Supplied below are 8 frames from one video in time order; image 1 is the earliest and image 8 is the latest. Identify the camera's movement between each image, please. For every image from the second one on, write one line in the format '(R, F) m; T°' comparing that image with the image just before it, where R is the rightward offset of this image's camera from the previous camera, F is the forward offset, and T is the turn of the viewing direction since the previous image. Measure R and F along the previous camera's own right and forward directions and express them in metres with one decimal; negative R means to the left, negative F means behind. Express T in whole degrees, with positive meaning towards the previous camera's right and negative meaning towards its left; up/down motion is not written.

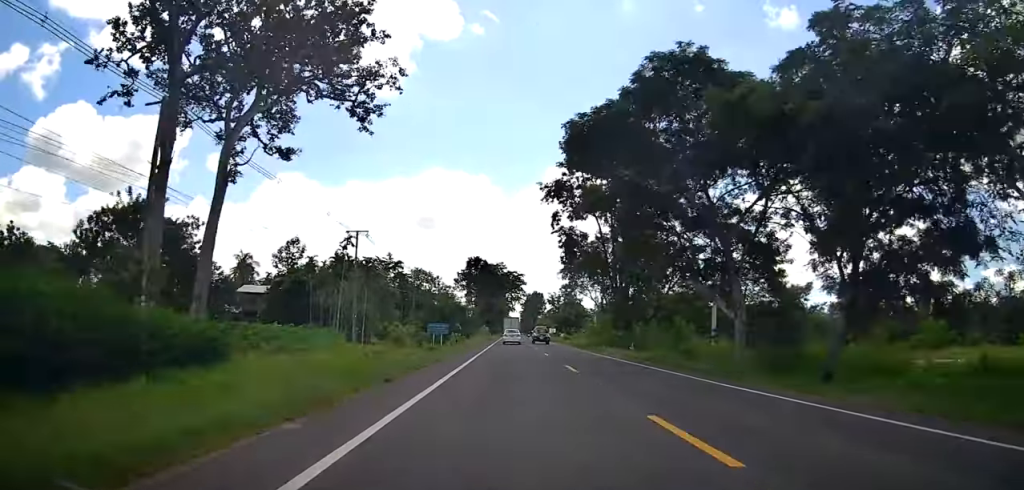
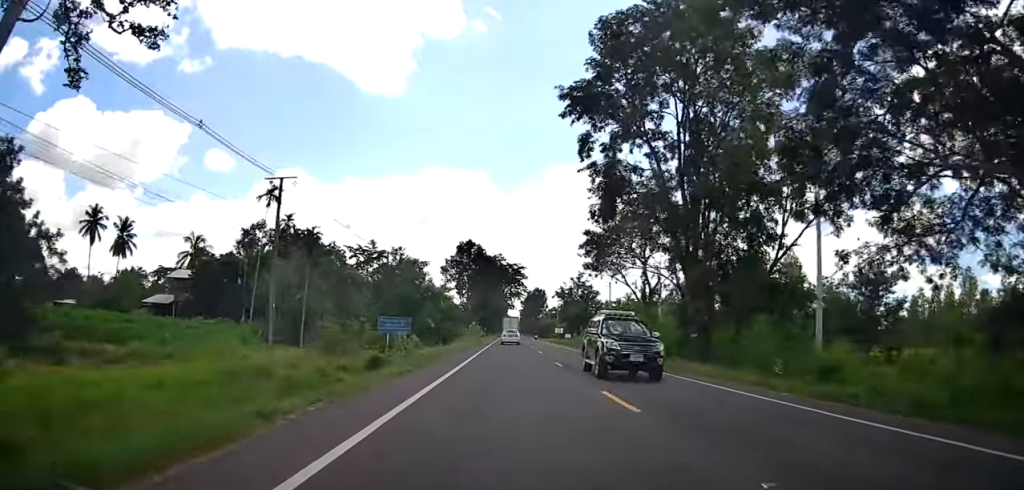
(+0.2, +20.3) m; 0°
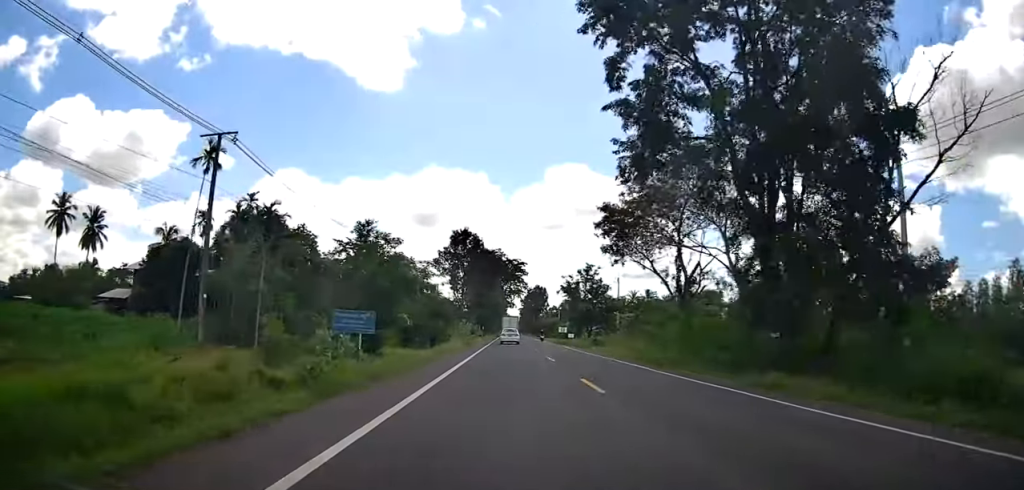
(+0.3, +9.1) m; 0°
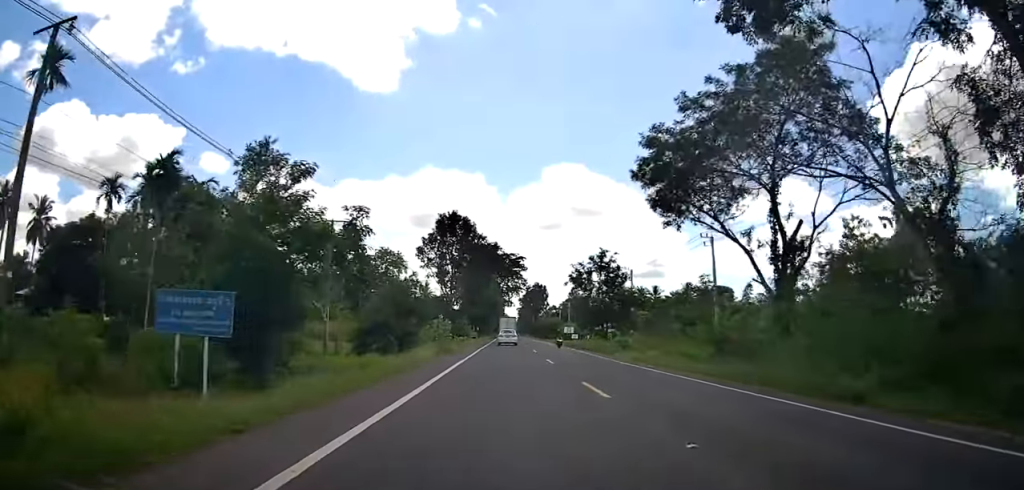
(-0.6, +13.3) m; 0°
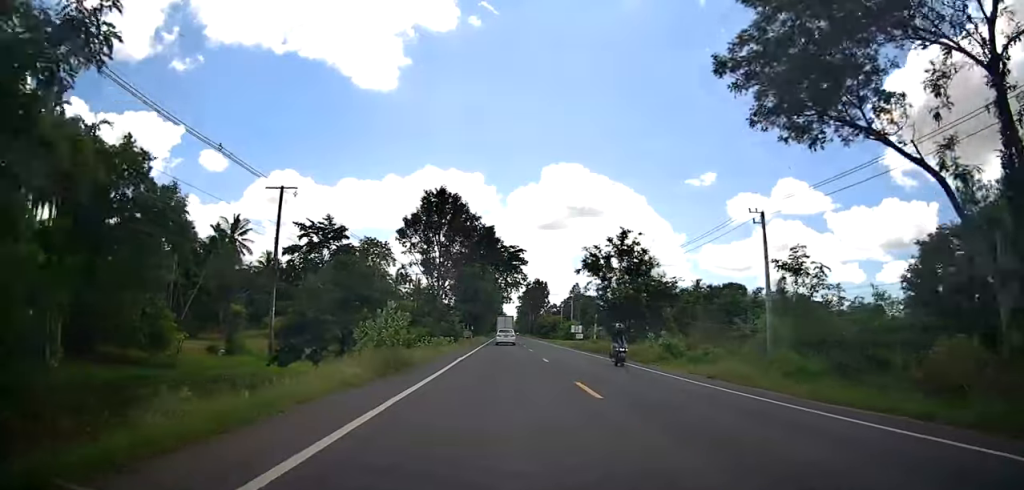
(+0.1, +11.9) m; 0°
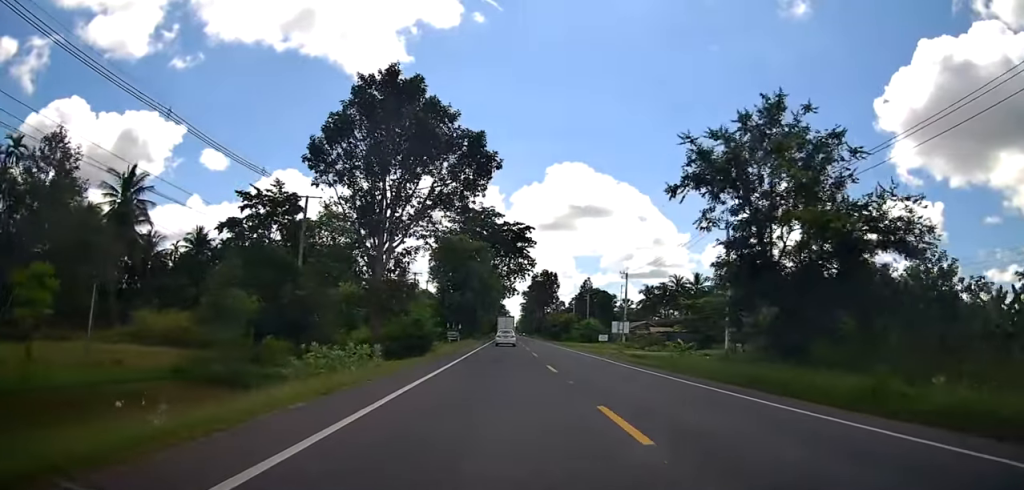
(-0.2, +28.5) m; -2°
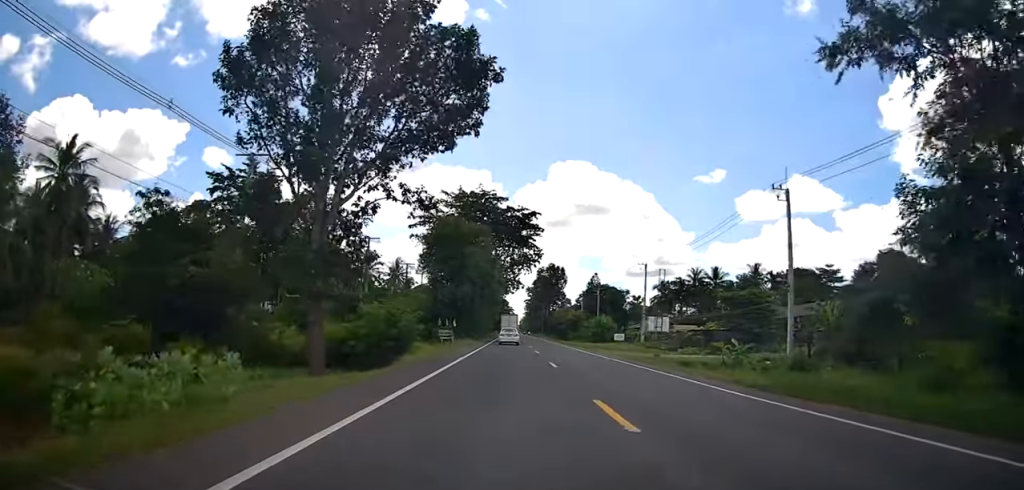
(-0.1, +11.3) m; +1°
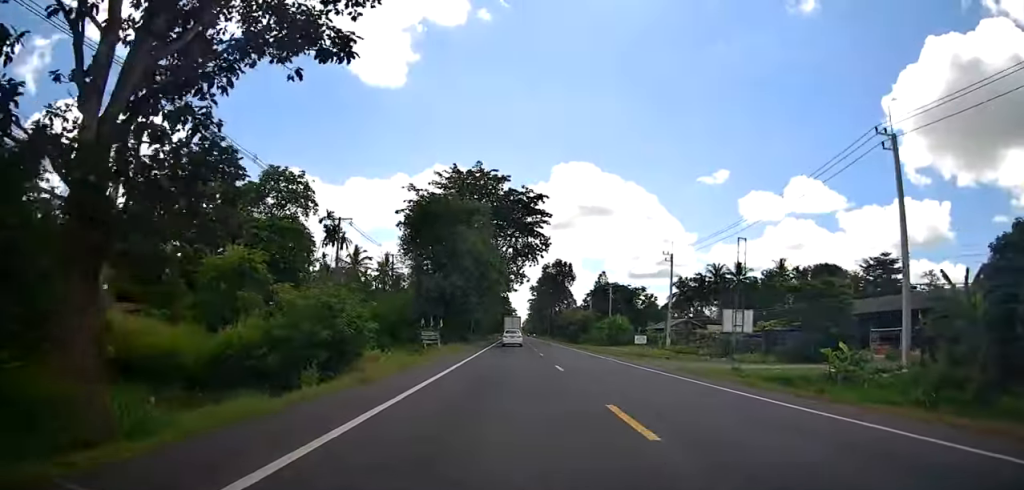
(0.0, +12.7) m; +1°
